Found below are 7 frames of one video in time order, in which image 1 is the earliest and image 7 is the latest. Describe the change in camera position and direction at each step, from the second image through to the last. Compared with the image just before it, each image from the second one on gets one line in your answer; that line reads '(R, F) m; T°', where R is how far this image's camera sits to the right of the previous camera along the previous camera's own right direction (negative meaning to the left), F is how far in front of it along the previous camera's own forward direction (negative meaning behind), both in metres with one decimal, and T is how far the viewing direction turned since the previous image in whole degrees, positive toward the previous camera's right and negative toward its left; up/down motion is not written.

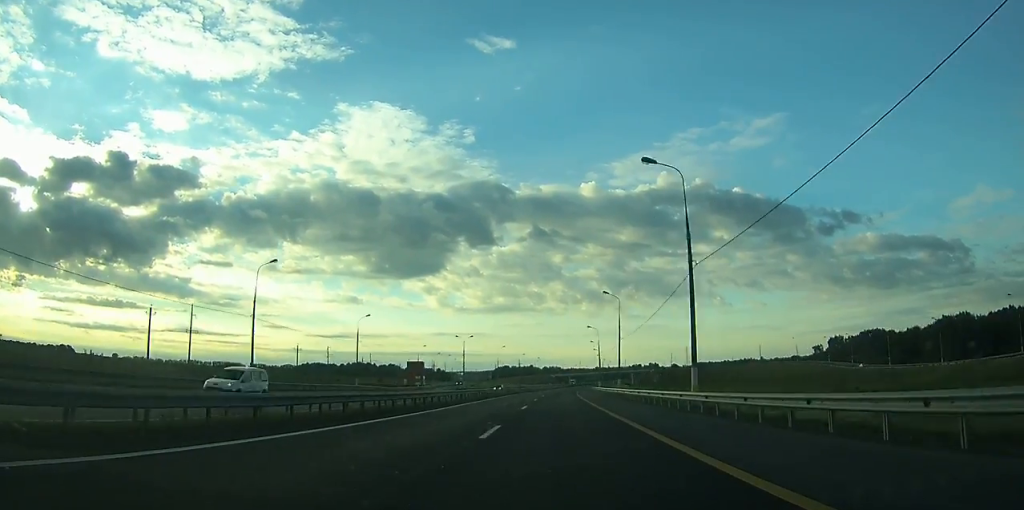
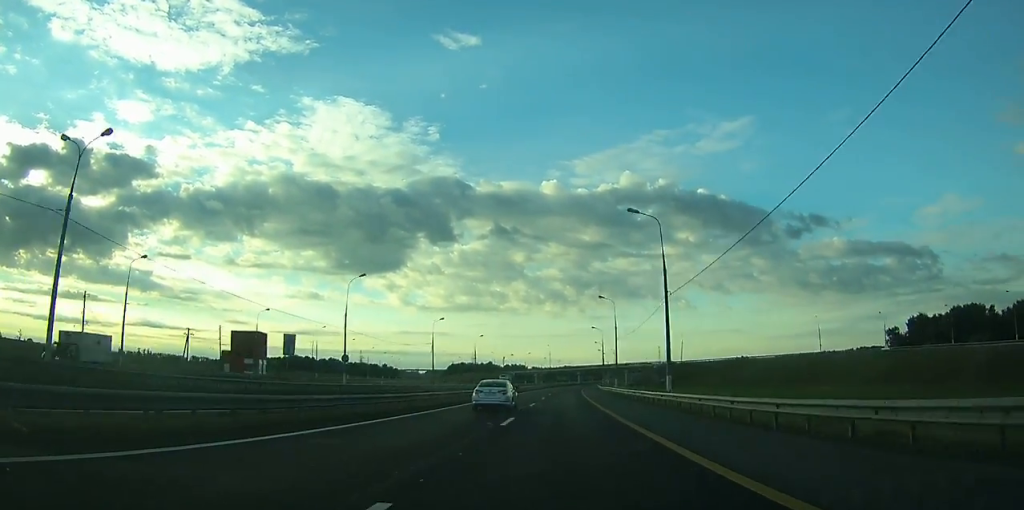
(+1.9, +105.5) m; +3°
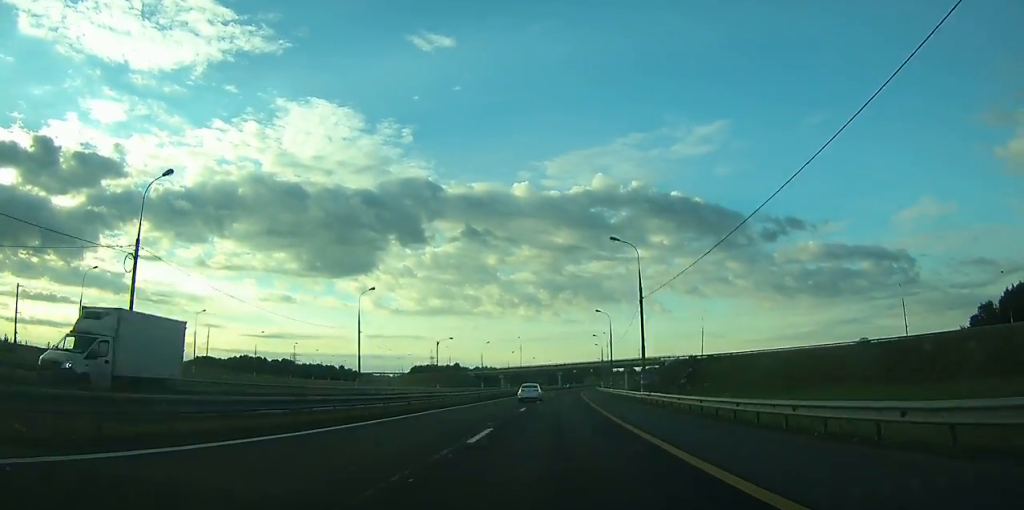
(+1.5, +66.3) m; +2°
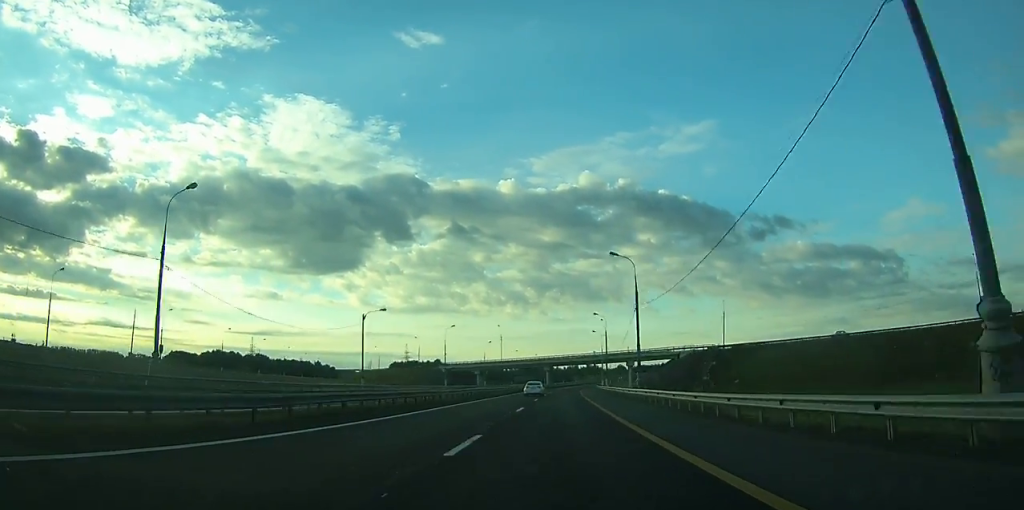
(+0.1, +33.3) m; +1°
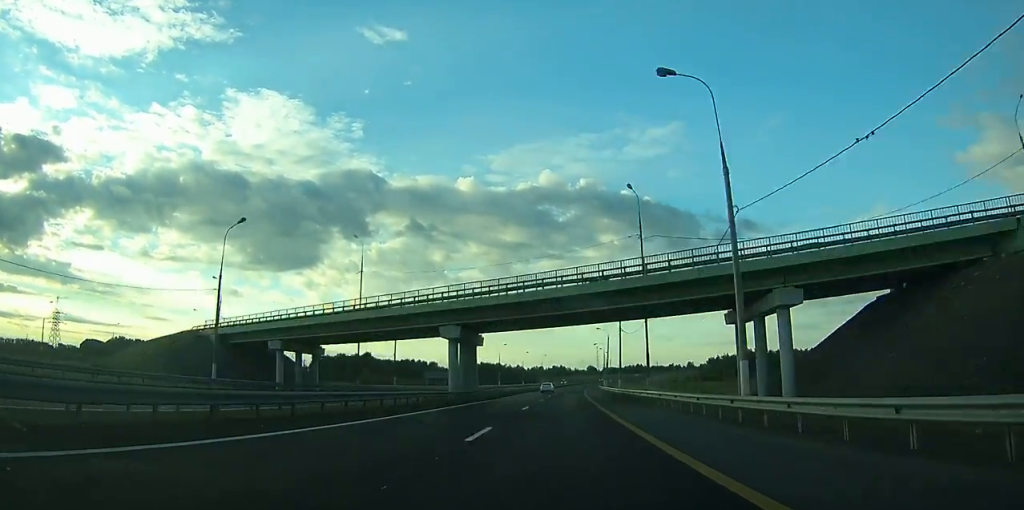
(+3.8, +113.0) m; +4°
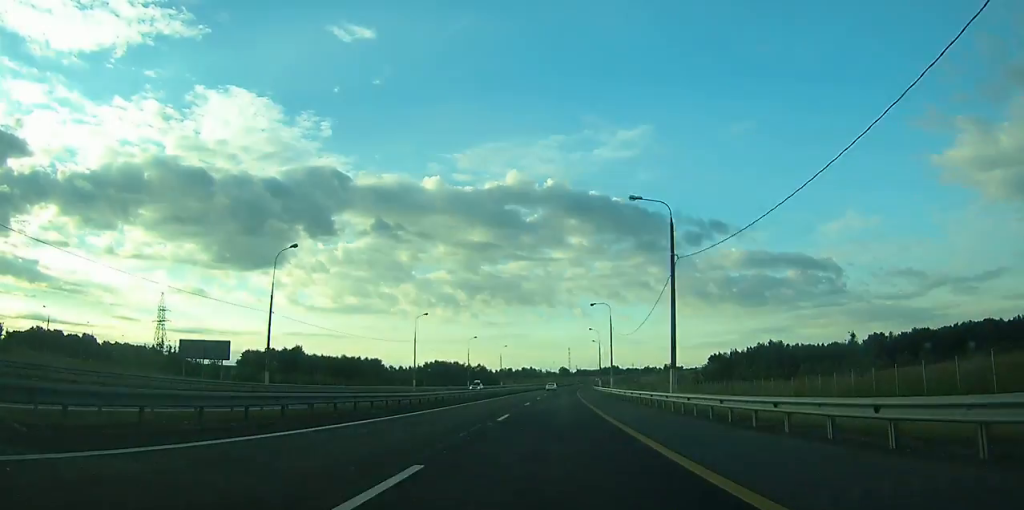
(+1.8, +76.7) m; +3°
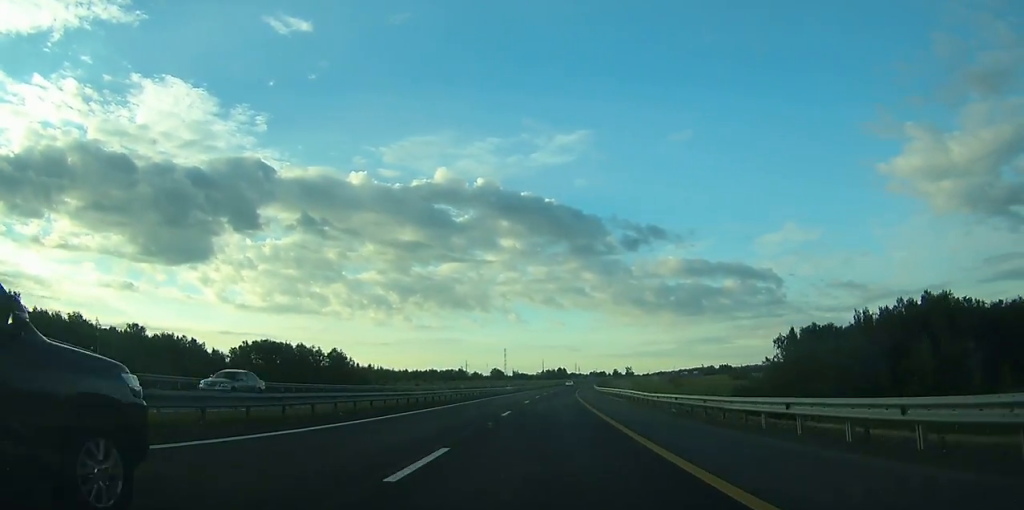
(+9.1, +177.6) m; +6°
